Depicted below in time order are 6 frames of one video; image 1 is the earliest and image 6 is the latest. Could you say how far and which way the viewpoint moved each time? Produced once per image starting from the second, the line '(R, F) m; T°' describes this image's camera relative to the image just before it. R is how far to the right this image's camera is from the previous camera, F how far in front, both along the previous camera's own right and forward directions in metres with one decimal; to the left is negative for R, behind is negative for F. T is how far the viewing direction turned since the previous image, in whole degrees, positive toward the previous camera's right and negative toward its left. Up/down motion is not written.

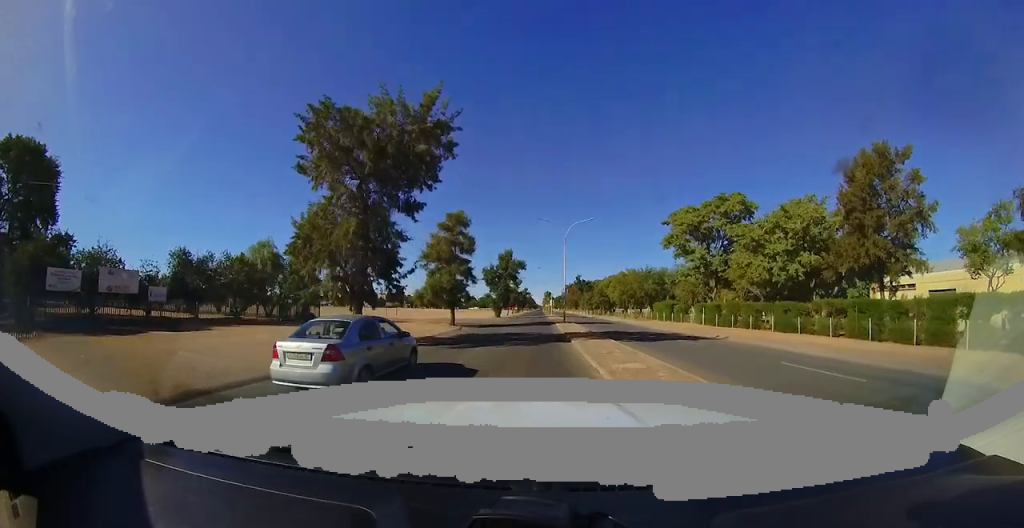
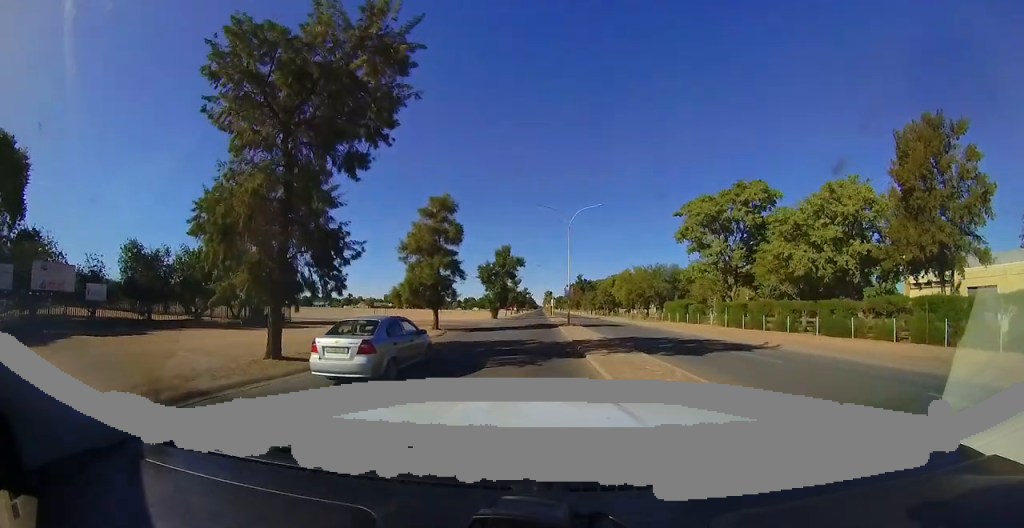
(0.0, +4.7) m; 0°
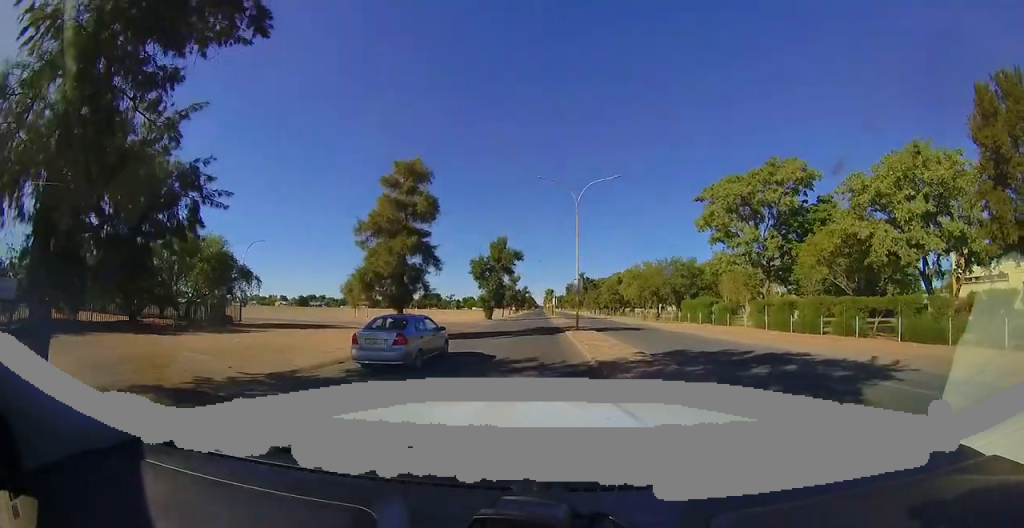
(0.0, +6.6) m; 0°
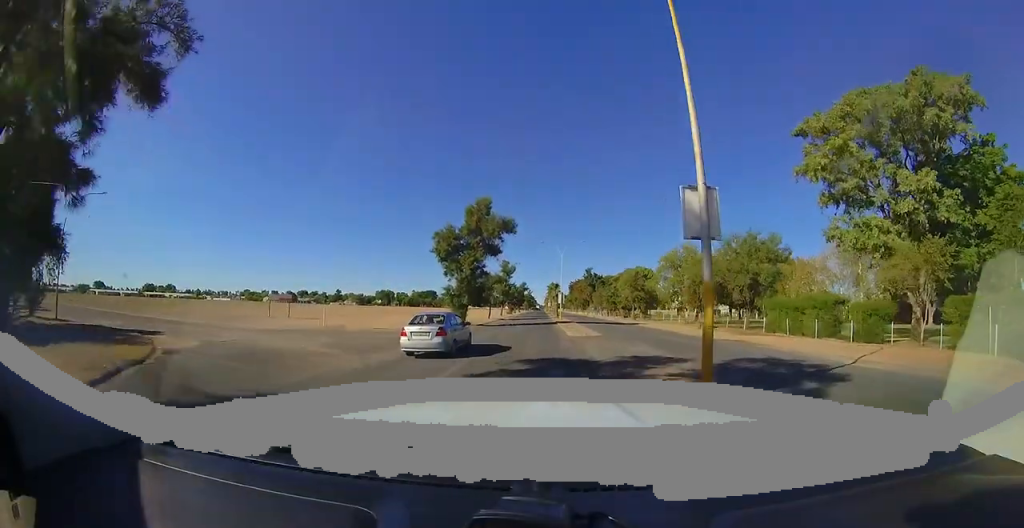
(0.0, +18.7) m; +1°
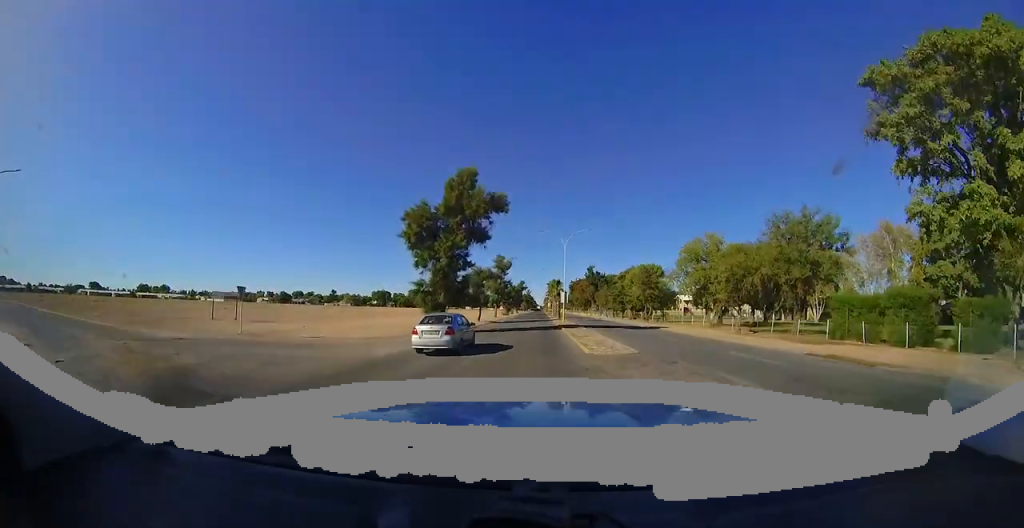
(+0.1, +7.6) m; 0°
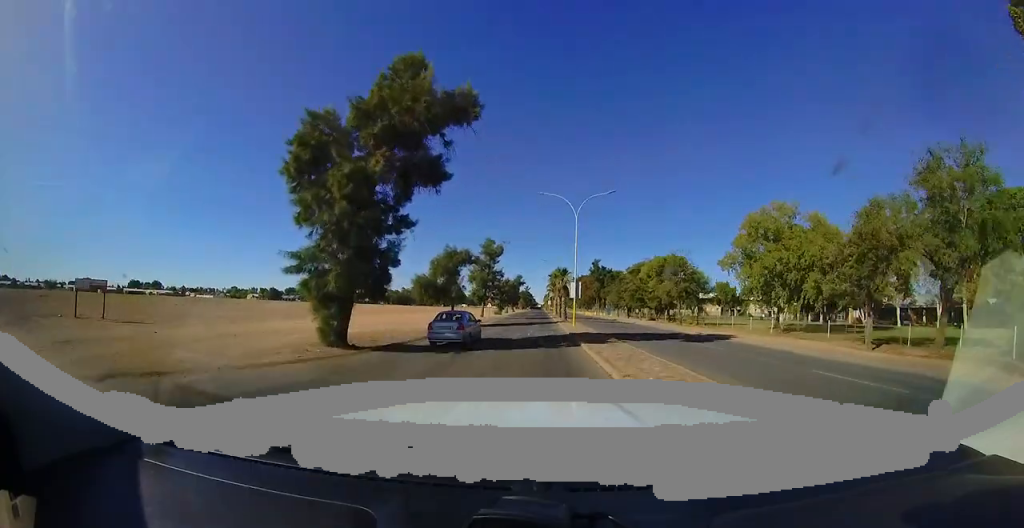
(-0.1, +12.7) m; 0°
